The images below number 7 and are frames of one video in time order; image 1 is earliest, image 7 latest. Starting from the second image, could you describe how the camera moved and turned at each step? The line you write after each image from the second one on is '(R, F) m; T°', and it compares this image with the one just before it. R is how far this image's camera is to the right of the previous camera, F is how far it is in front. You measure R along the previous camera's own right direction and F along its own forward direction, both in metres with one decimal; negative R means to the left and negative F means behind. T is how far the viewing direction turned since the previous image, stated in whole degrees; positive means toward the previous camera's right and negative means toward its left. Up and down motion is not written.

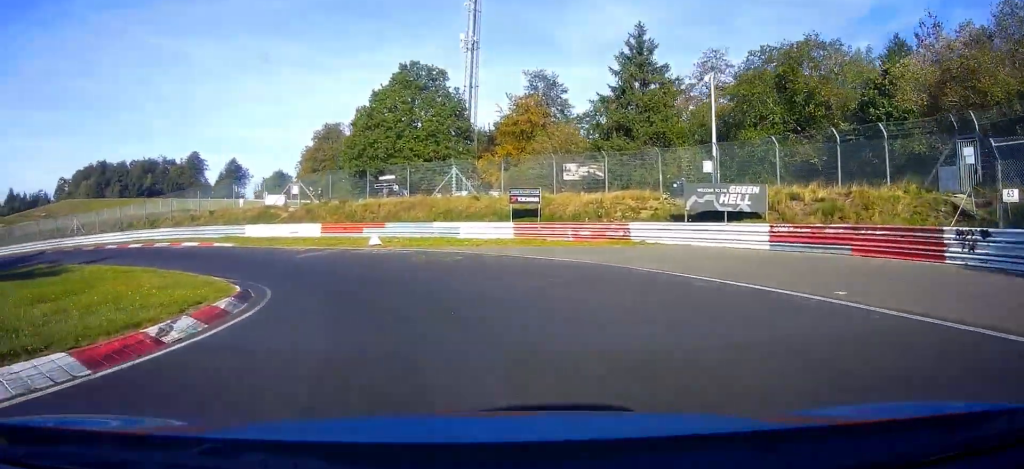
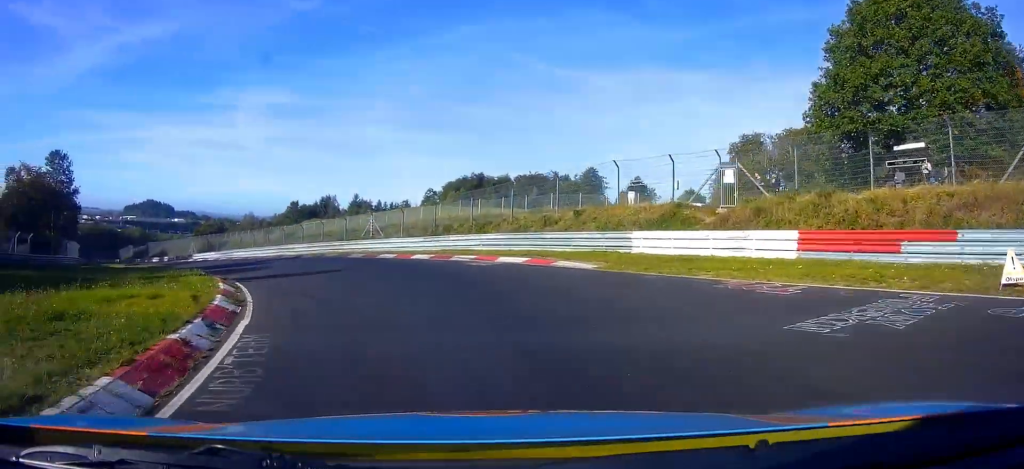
(-2.5, +24.4) m; -19°
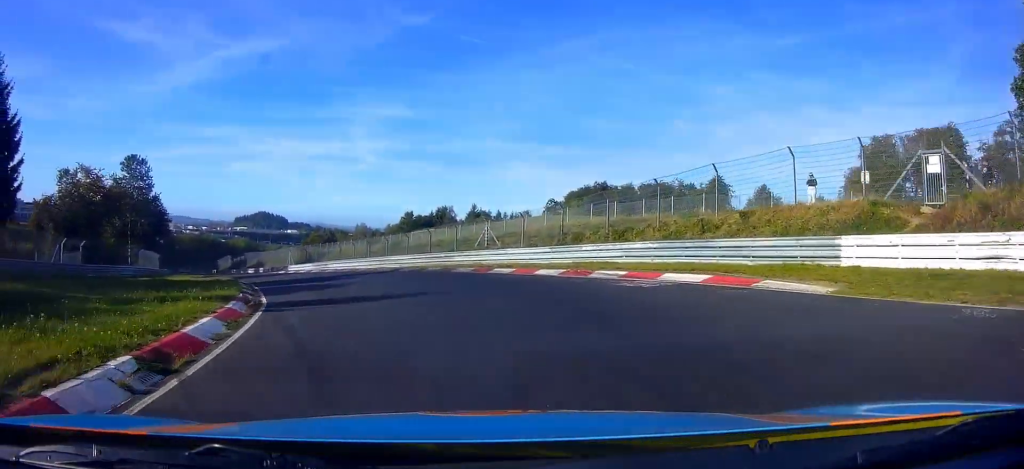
(+0.2, +6.1) m; -13°
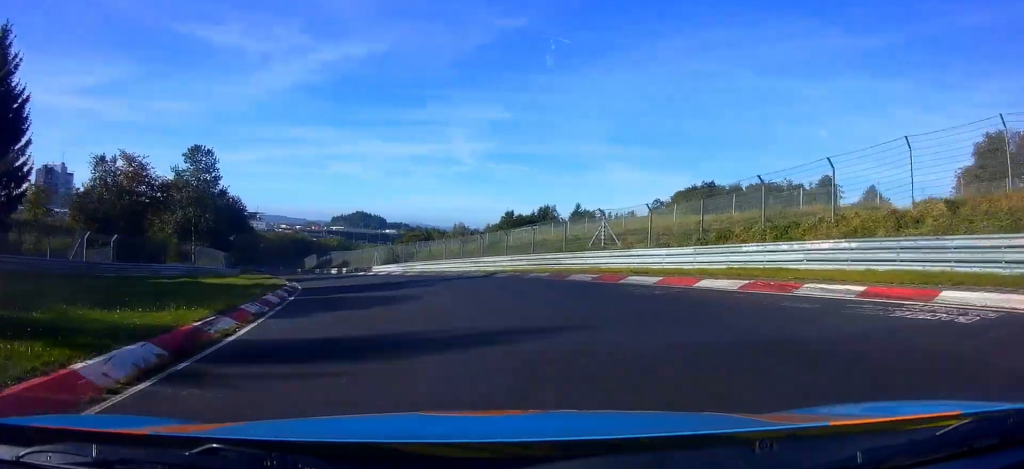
(-1.5, +4.9) m; -22°
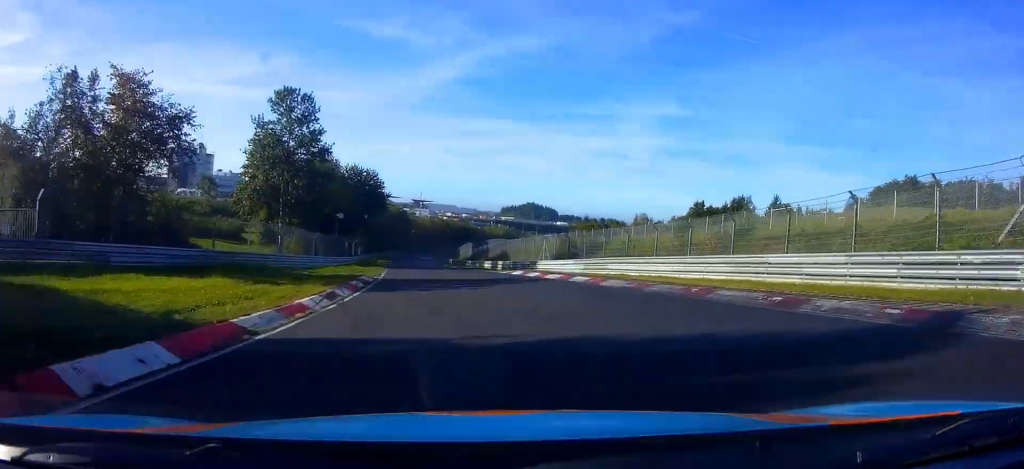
(-4.9, +10.1) m; -44°
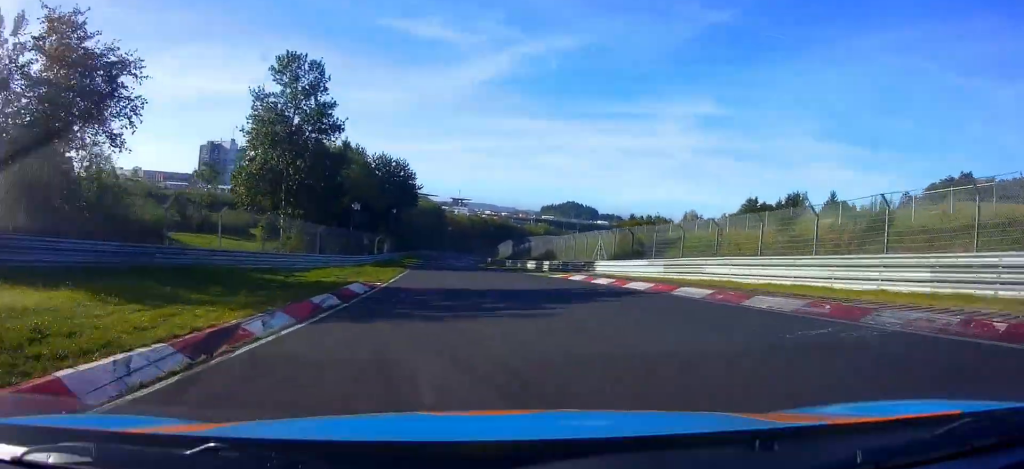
(-0.6, +4.7) m; -9°
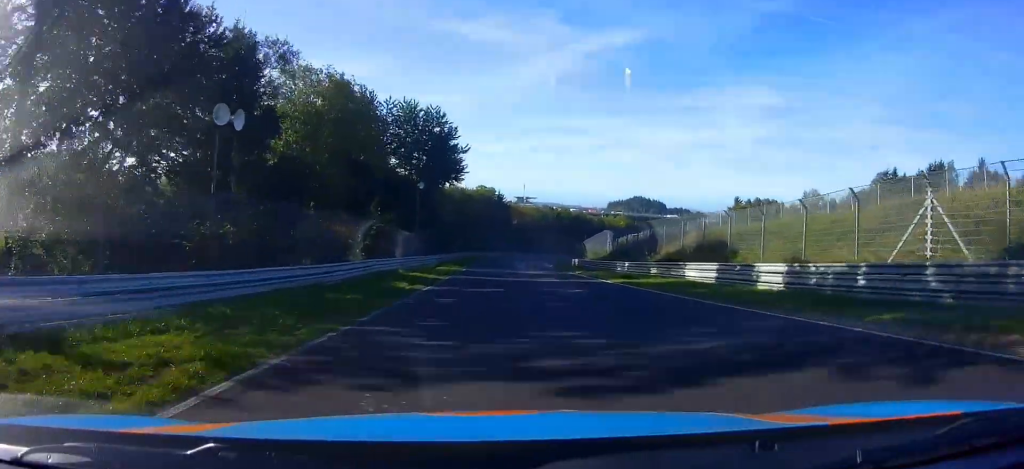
(-2.7, +18.9) m; -9°
